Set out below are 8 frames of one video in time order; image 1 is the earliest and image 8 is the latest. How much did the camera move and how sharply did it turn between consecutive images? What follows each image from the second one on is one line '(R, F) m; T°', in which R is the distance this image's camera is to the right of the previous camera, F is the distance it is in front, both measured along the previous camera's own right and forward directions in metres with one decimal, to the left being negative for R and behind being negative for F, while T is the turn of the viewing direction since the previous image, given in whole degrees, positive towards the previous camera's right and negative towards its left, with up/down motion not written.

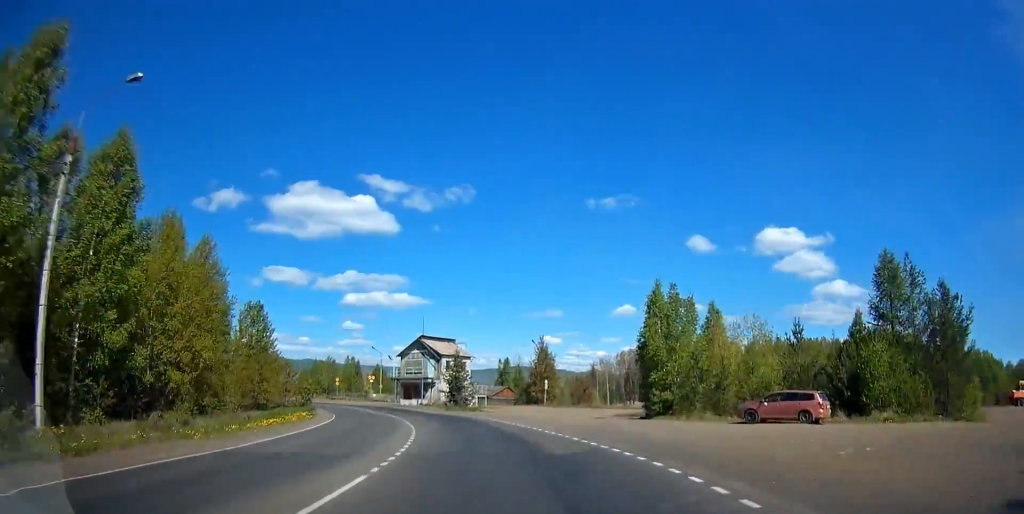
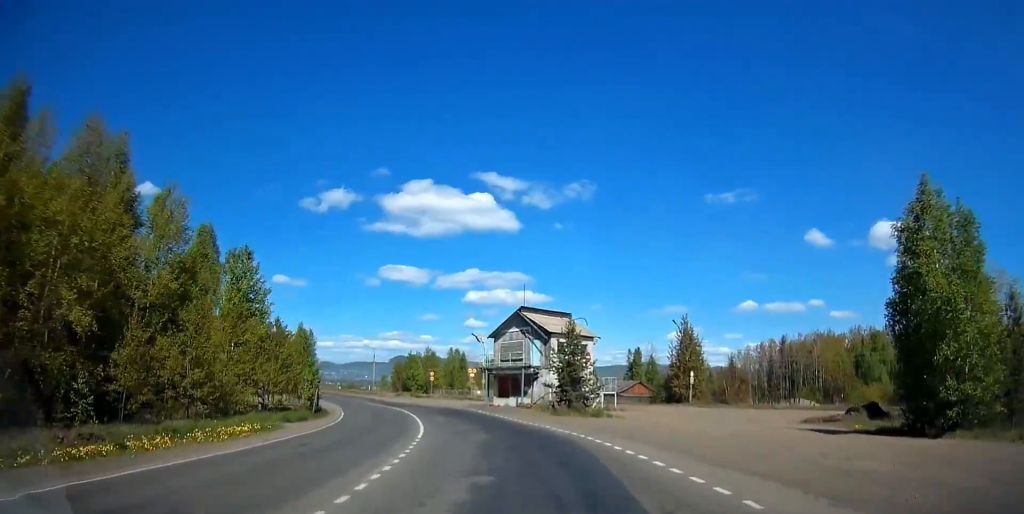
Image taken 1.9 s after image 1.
(-2.2, +21.2) m; -13°
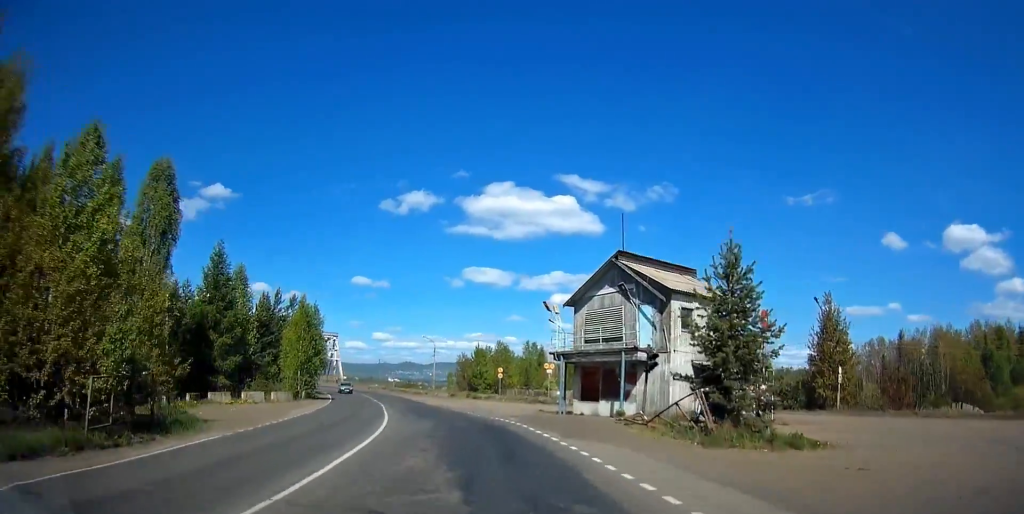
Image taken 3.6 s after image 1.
(-2.1, +19.9) m; -13°
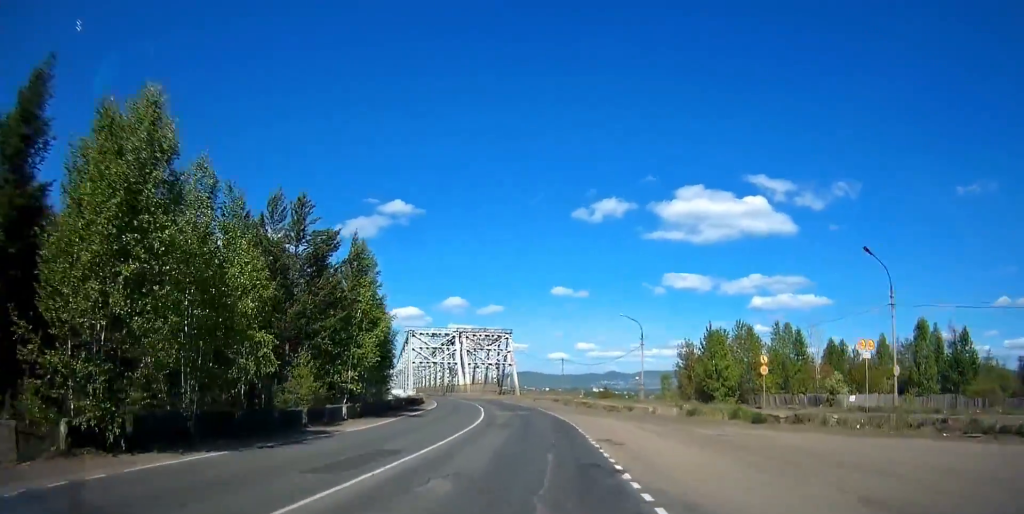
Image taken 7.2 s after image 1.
(-9.5, +40.9) m; -20°
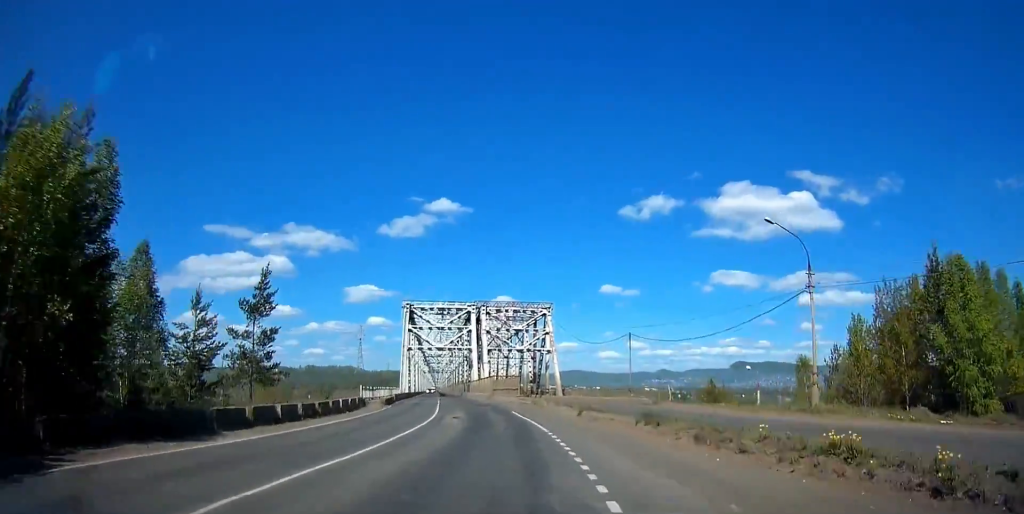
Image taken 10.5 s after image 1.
(-2.4, +38.8) m; -9°
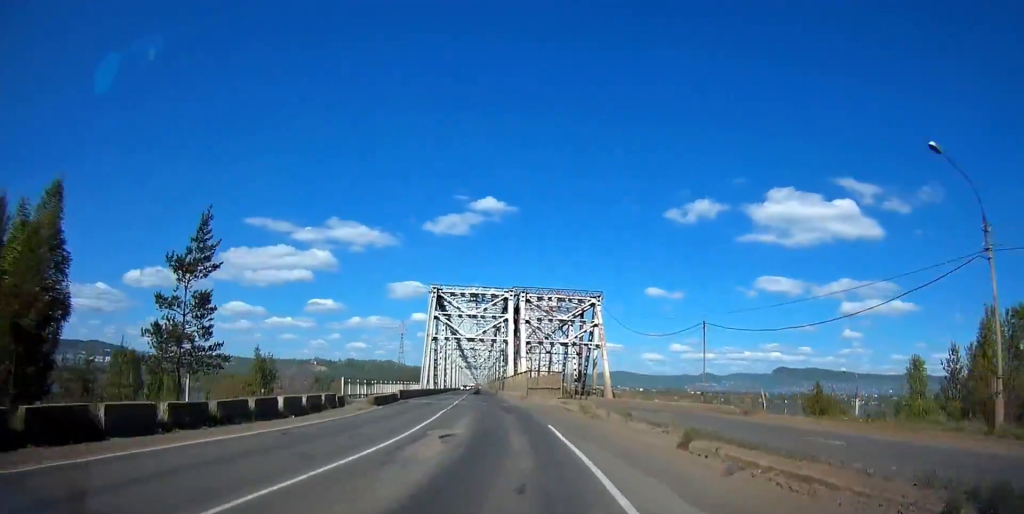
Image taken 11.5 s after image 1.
(-0.9, +11.7) m; -4°
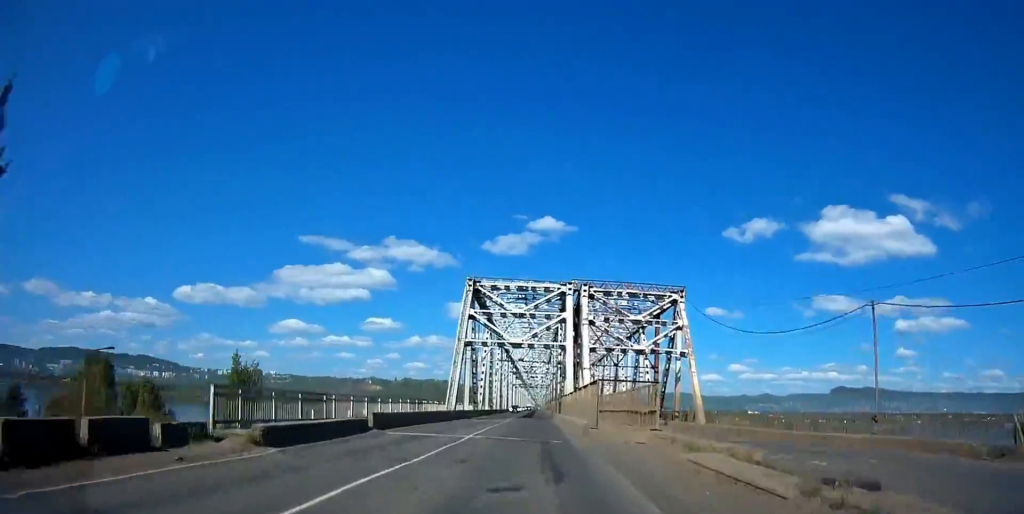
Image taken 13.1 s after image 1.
(-1.0, +16.9) m; -5°
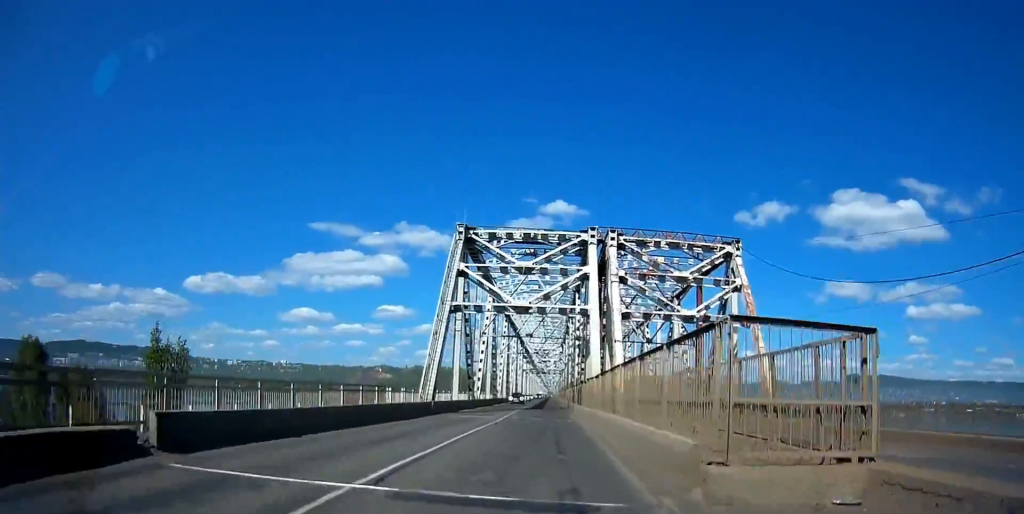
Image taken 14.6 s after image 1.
(-0.5, +14.4) m; -2°
